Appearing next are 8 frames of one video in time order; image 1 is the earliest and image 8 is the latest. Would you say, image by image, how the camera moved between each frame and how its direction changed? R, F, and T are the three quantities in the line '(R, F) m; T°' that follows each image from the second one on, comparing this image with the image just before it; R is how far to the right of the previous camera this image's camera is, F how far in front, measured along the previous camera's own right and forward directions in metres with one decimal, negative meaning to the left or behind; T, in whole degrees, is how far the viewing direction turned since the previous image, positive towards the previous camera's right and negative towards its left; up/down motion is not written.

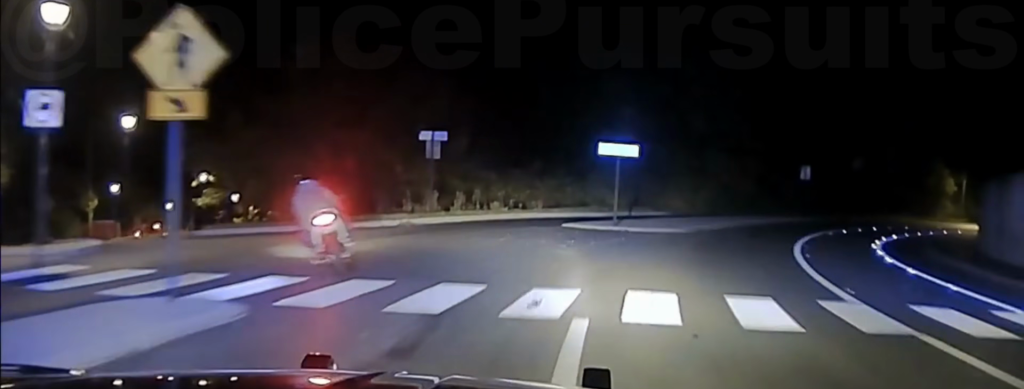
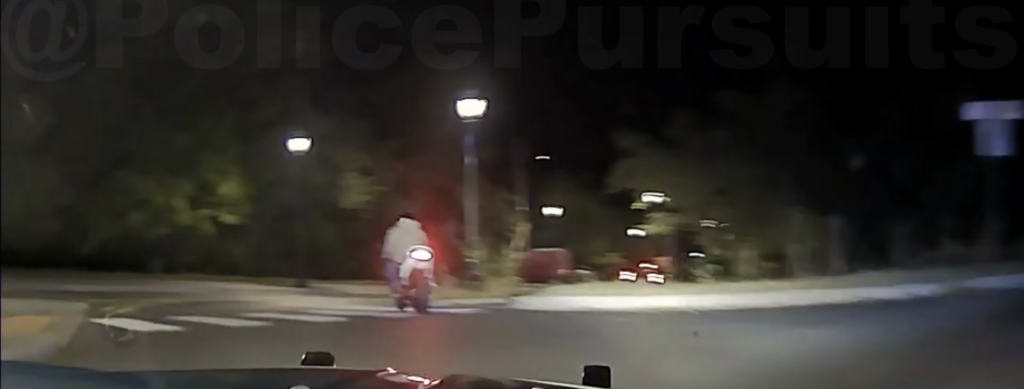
(-4.3, +13.9) m; -33°
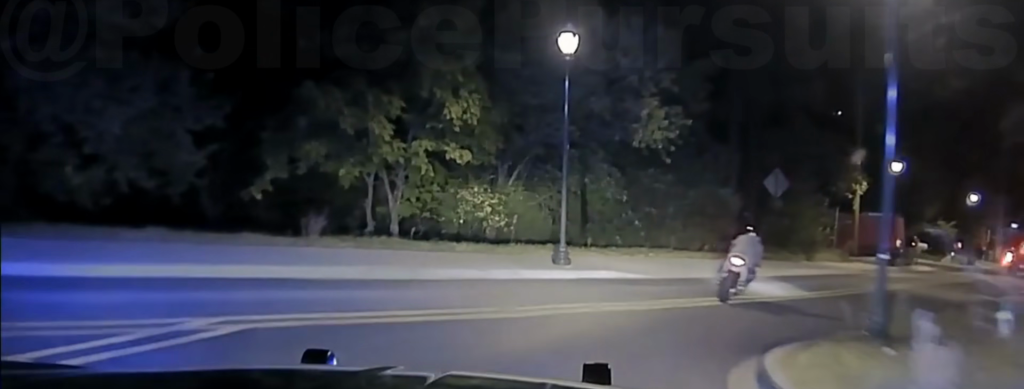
(-0.5, +12.5) m; +2°
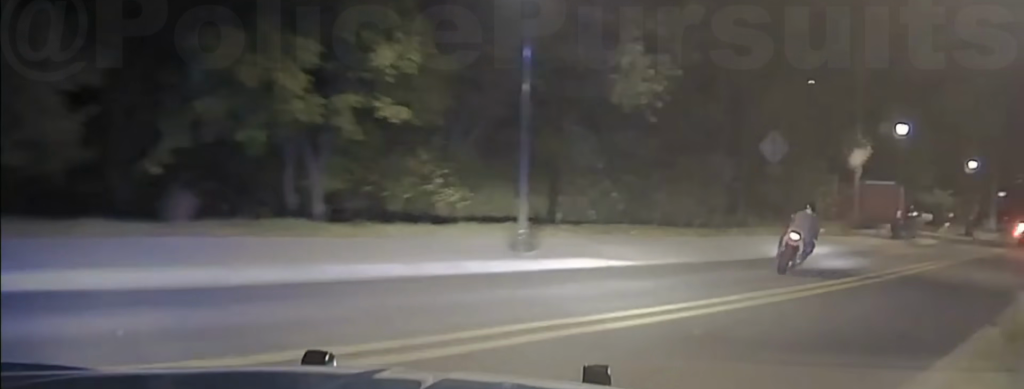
(-0.1, +4.8) m; +4°
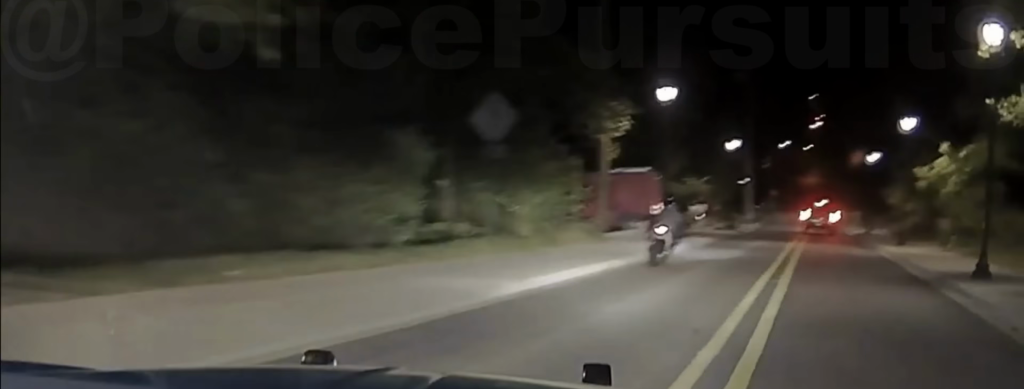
(+0.8, +10.2) m; +14°
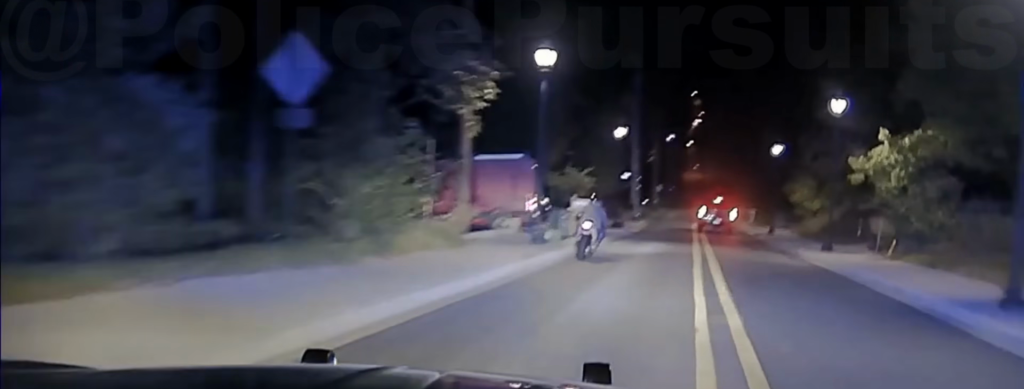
(+0.7, +7.1) m; +6°
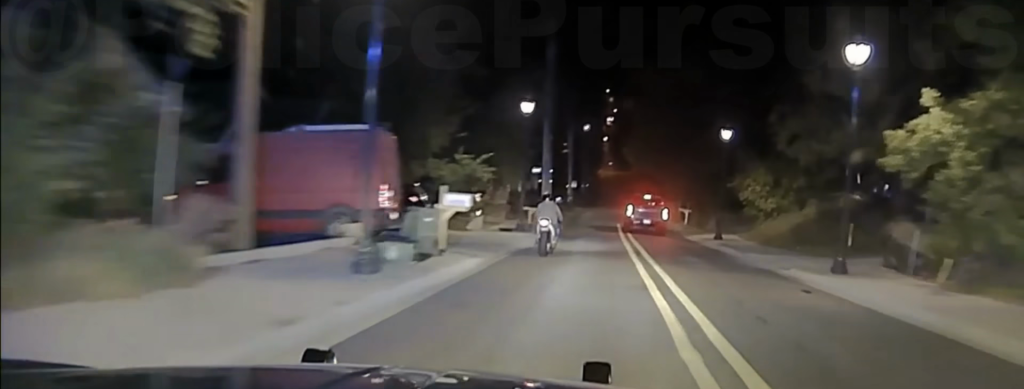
(+1.1, +10.7) m; +6°
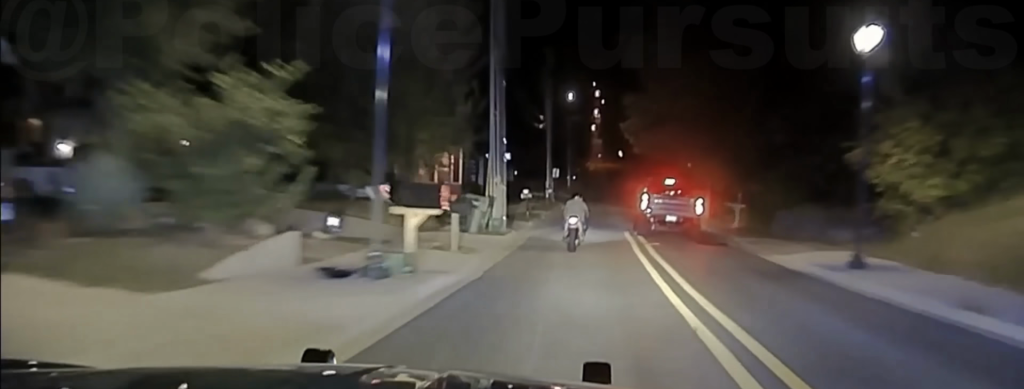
(+0.1, +23.7) m; +1°
